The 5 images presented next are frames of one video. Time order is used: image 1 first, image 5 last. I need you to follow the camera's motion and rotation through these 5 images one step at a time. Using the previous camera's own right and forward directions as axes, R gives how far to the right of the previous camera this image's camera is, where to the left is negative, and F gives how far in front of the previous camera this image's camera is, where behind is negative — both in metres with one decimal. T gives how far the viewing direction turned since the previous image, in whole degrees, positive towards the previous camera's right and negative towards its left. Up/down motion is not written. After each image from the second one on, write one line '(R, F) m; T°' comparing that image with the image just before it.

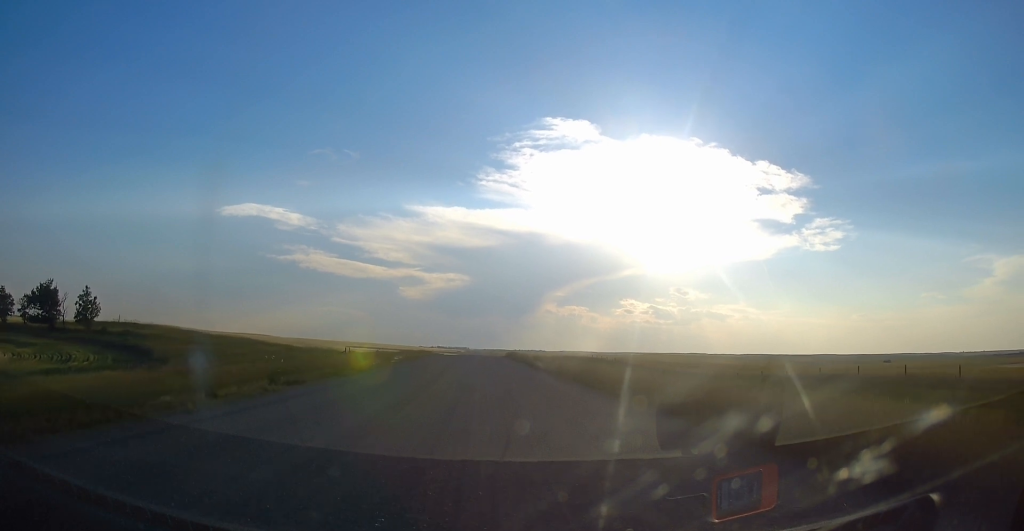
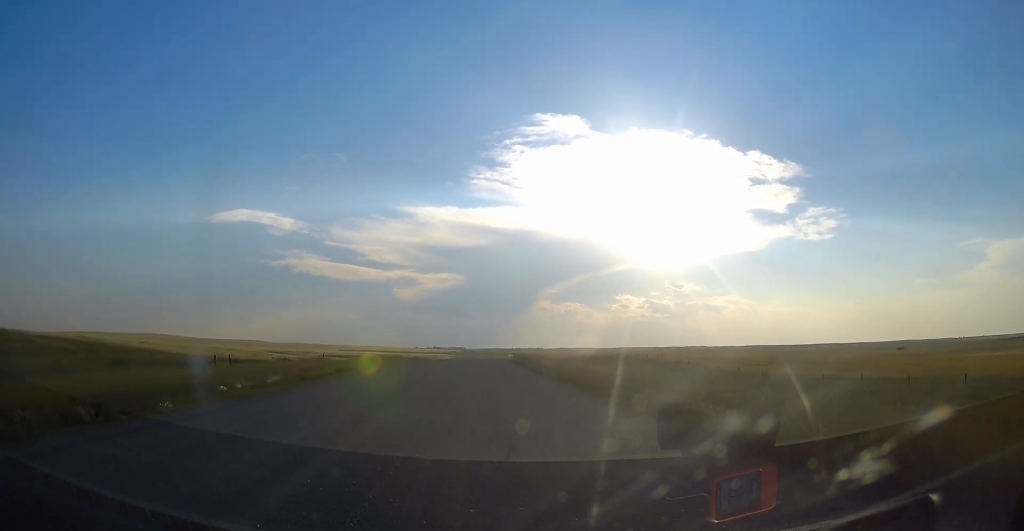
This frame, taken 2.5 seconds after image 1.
(-0.6, +38.5) m; 0°
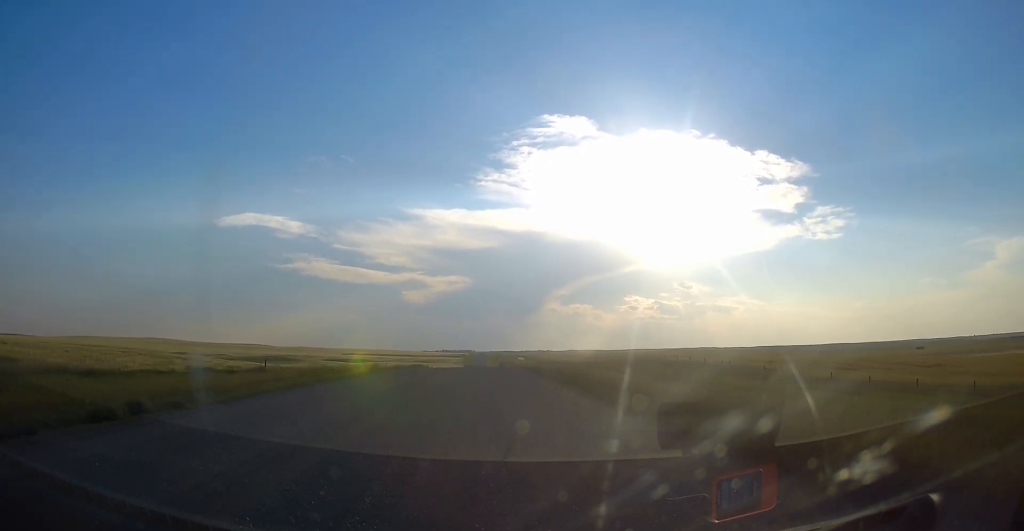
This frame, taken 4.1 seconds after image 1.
(+0.2, +24.9) m; -1°
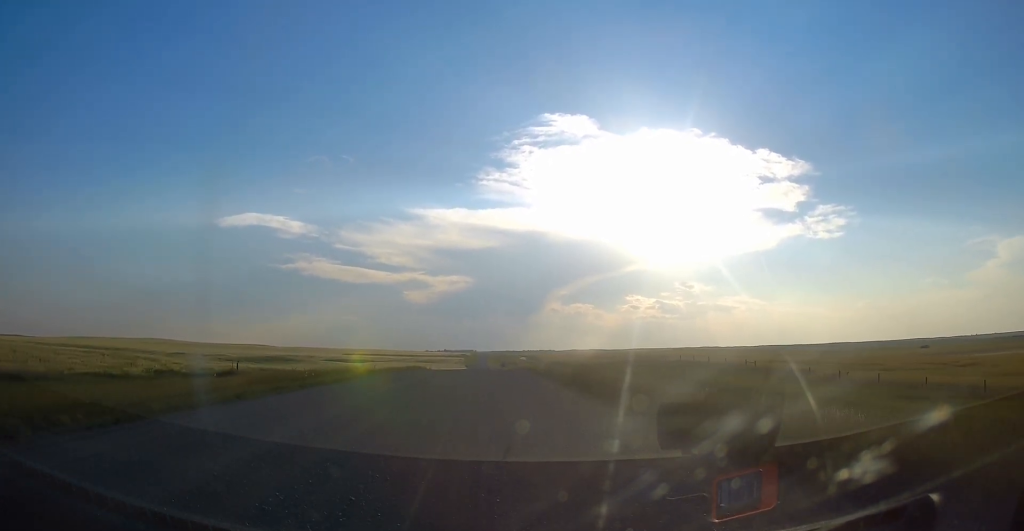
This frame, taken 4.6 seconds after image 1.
(-0.1, +7.0) m; -1°
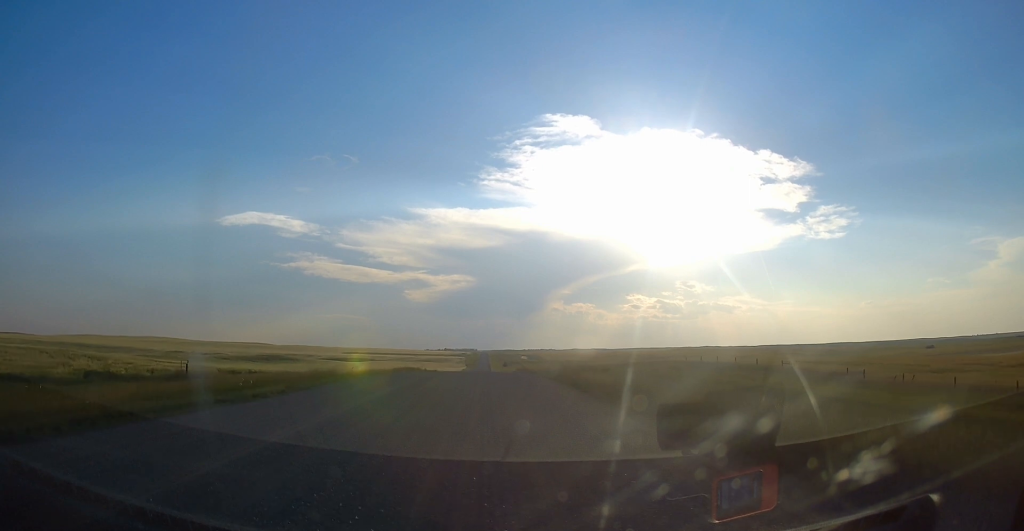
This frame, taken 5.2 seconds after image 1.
(0.0, +8.9) m; 0°
